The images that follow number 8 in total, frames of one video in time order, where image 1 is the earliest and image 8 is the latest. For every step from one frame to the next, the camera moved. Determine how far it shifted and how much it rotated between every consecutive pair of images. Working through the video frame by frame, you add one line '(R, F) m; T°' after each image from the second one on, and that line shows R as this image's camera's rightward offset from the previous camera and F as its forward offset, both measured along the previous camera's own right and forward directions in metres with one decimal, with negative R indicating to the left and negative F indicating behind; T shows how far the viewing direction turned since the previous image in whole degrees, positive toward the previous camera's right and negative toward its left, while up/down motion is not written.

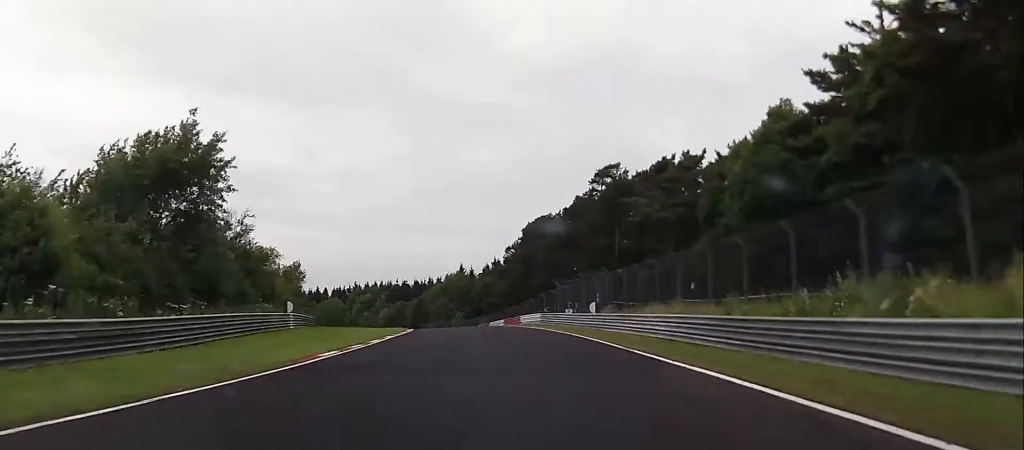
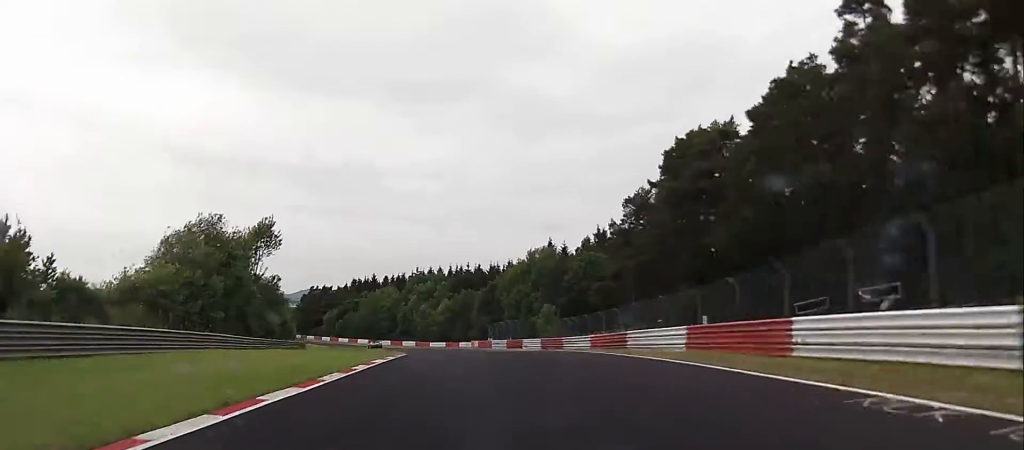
(-2.9, +49.7) m; -7°
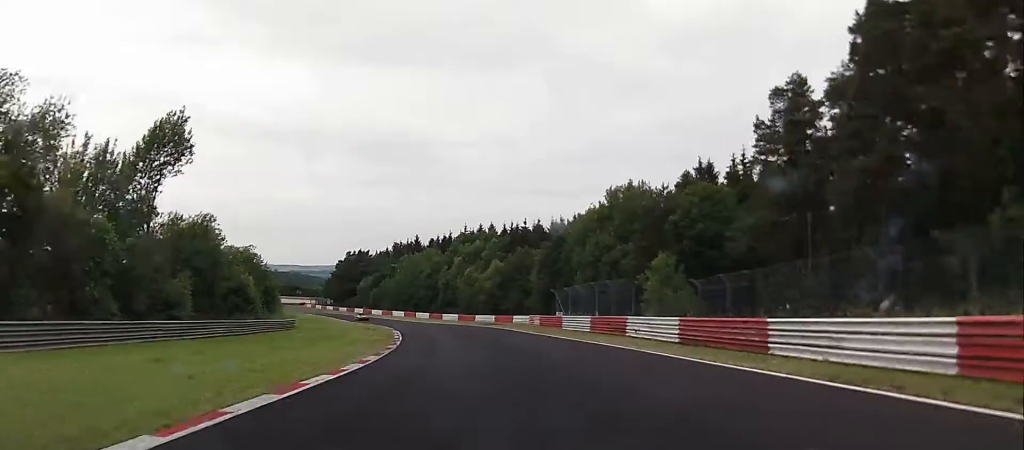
(-0.9, +29.7) m; -5°
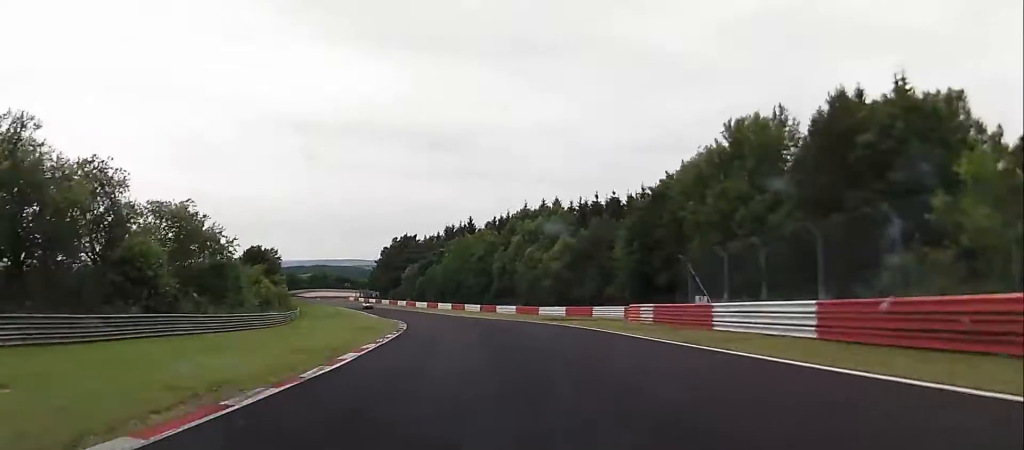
(-0.9, +24.3) m; -4°
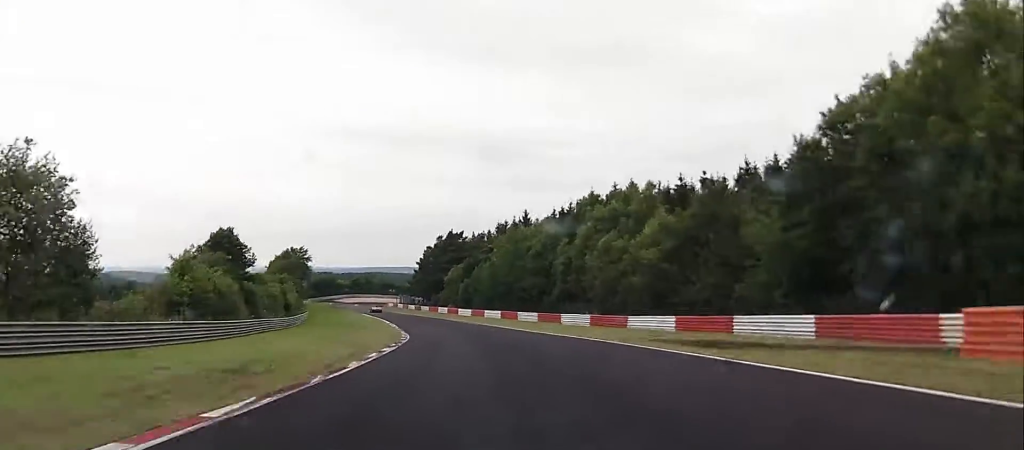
(-1.0, +25.1) m; -4°
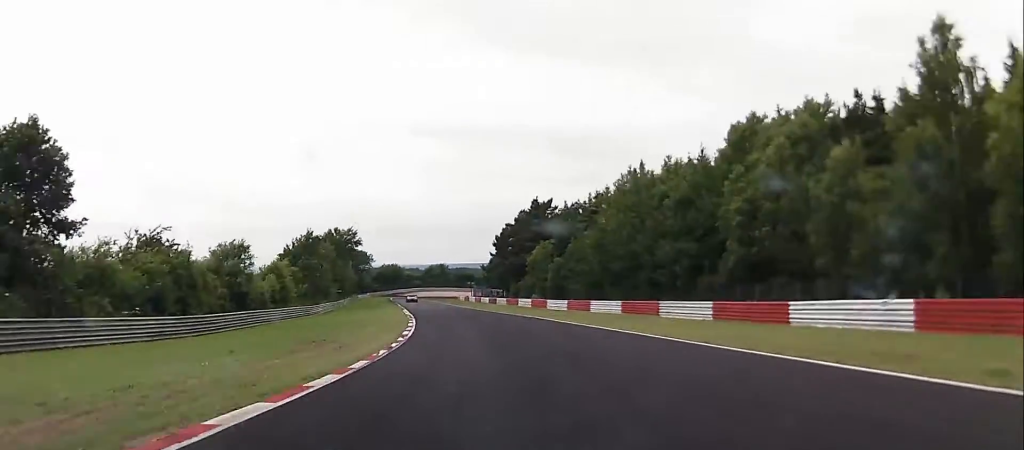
(-2.1, +37.6) m; -7°
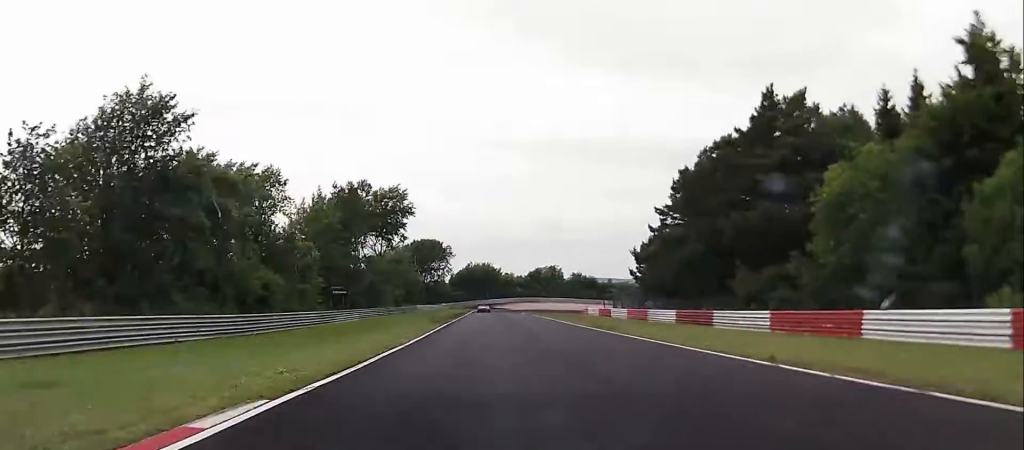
(-6.4, +66.0) m; -10°
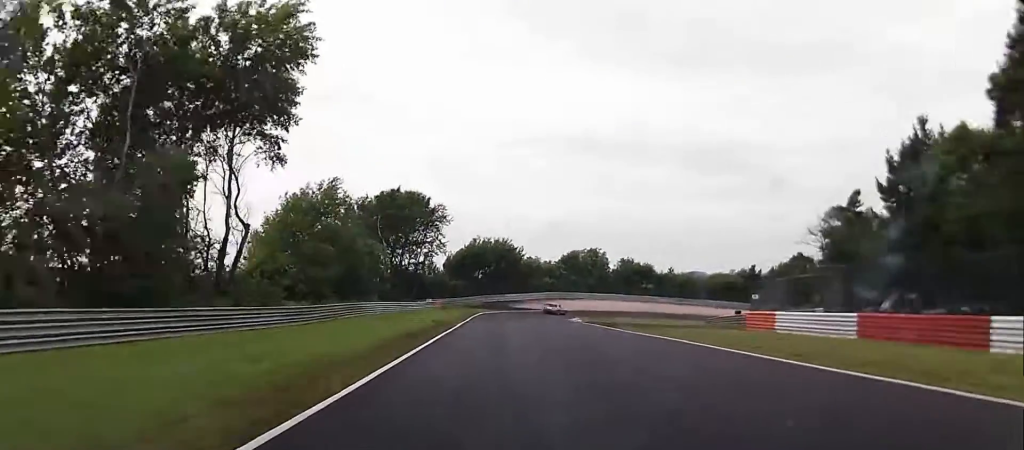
(-2.3, +53.5) m; -3°
